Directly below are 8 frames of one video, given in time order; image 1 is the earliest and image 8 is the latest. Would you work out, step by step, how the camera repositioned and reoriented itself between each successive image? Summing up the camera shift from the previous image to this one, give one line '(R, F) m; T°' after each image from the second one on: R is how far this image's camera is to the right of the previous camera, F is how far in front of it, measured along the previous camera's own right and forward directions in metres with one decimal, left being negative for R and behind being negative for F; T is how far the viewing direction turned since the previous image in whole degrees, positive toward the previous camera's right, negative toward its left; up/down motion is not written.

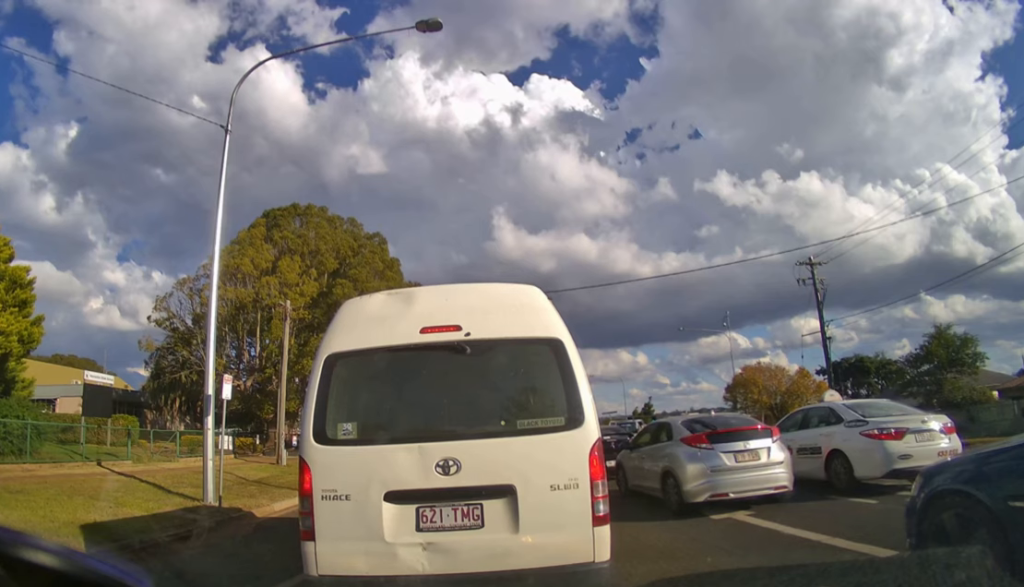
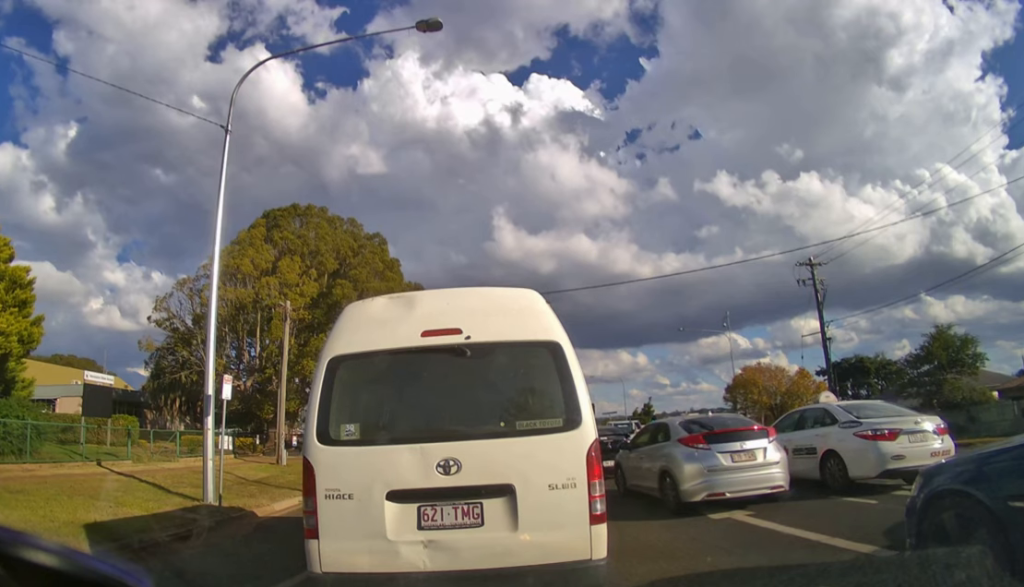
(0.0, 0.0) m; 0°
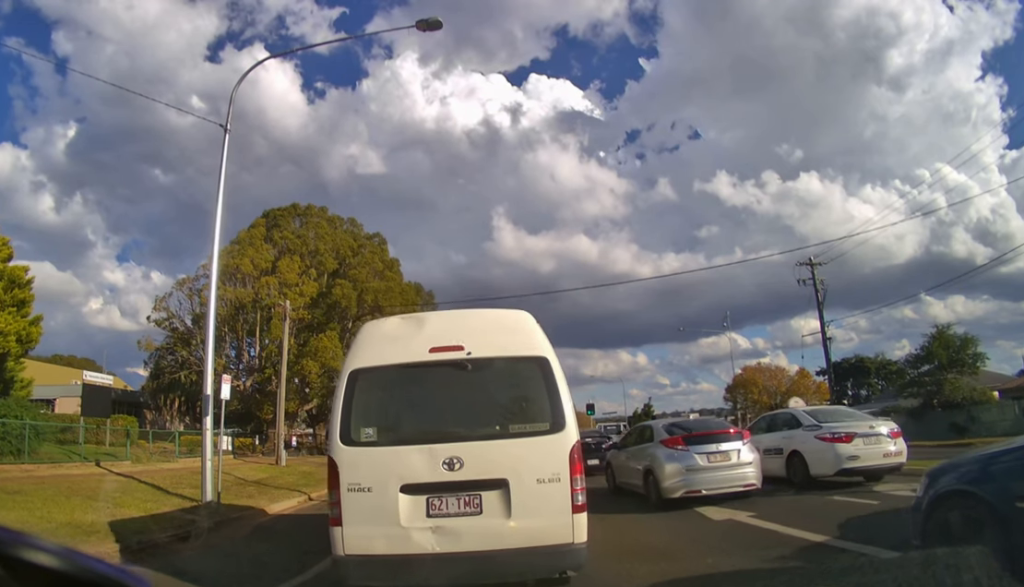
(0.0, 0.0) m; 0°
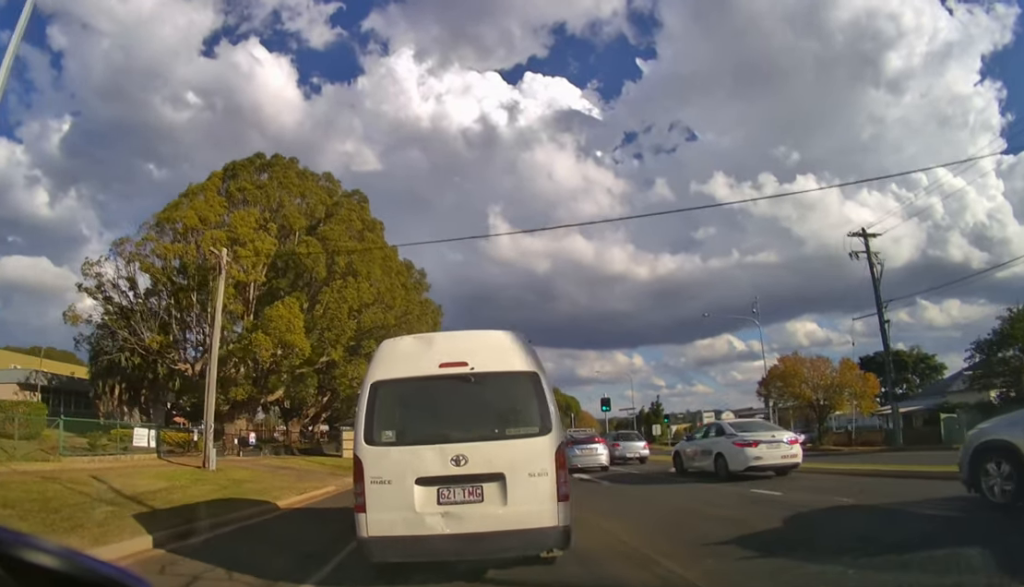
(+0.1, +3.6) m; +1°
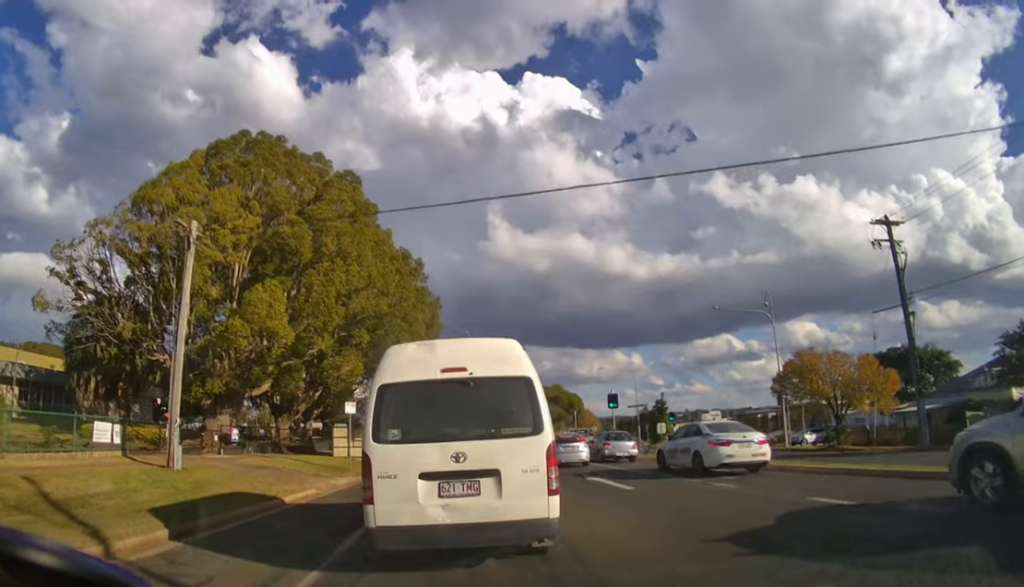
(0.0, +2.2) m; 0°
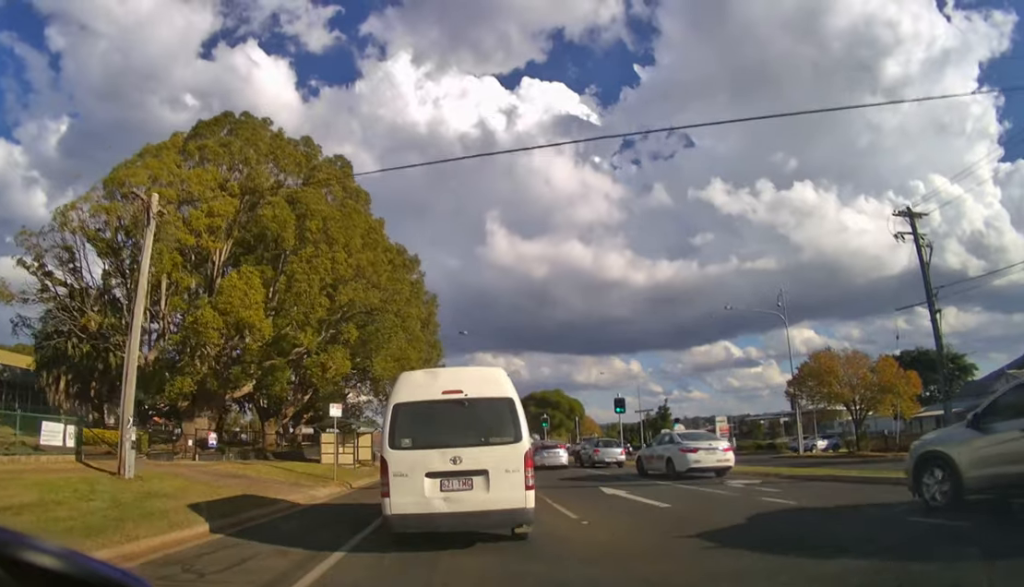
(0.0, +2.5) m; 0°
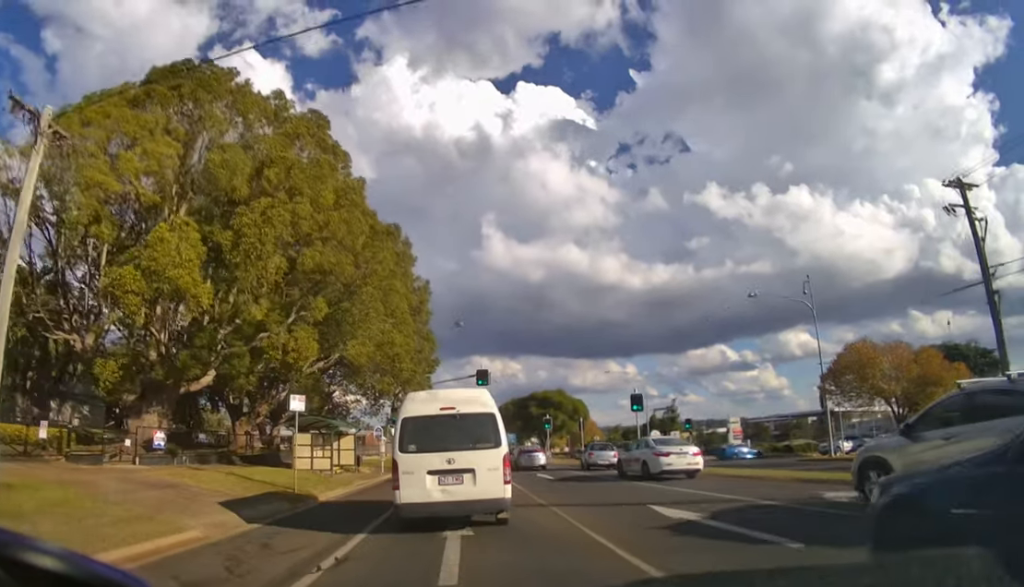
(0.0, +4.0) m; +1°
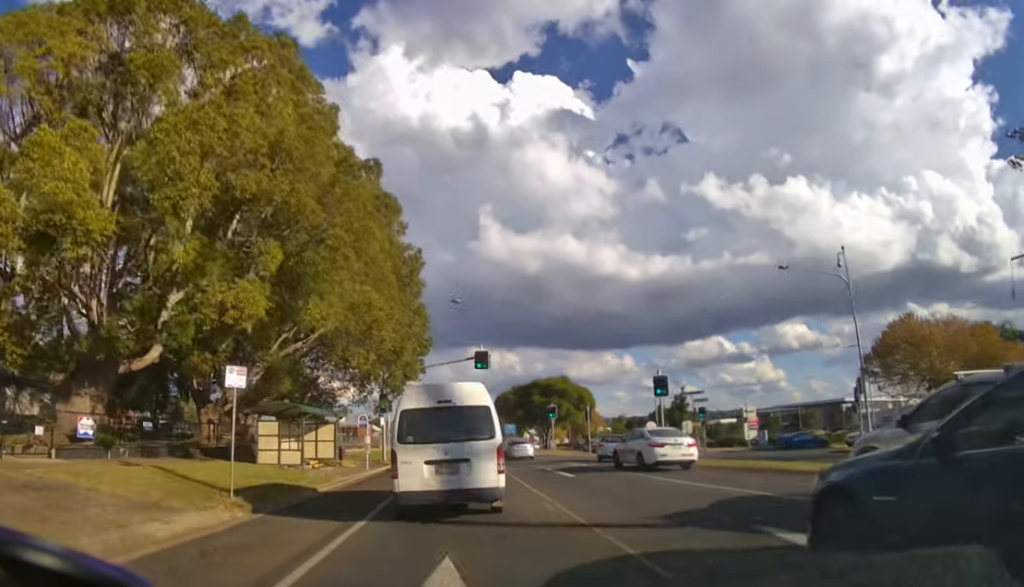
(0.0, +3.4) m; 0°
